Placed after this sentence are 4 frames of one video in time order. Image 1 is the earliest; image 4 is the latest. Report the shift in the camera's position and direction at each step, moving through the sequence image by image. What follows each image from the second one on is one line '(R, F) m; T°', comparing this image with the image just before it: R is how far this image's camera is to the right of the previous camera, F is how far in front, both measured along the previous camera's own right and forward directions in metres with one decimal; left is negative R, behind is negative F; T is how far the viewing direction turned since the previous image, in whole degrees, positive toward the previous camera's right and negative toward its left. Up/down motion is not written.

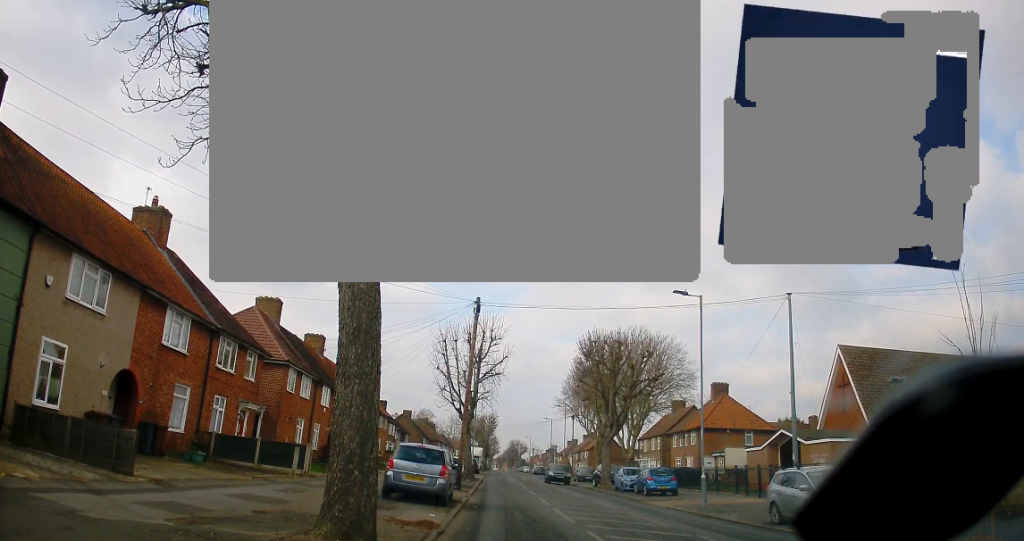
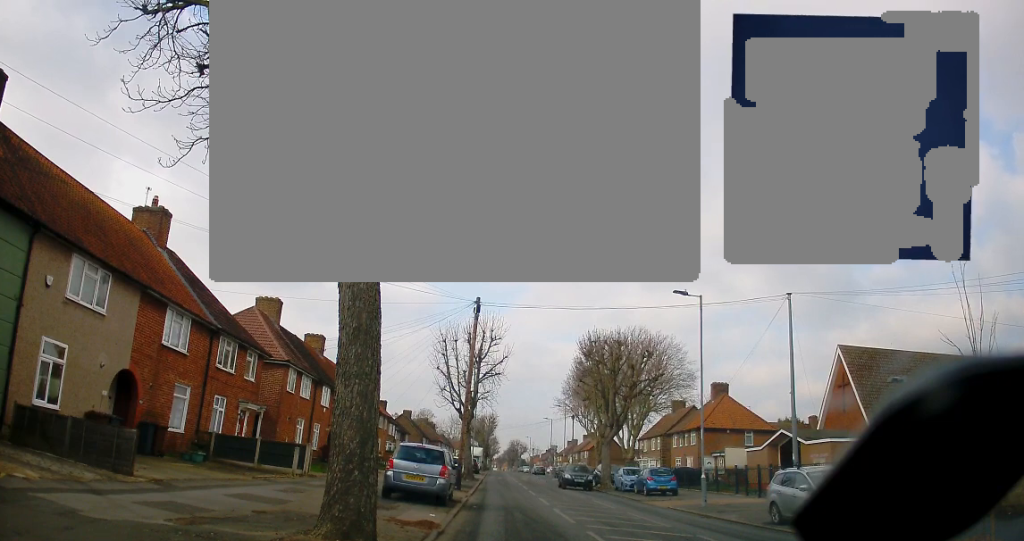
(0.0, 0.0) m; 0°
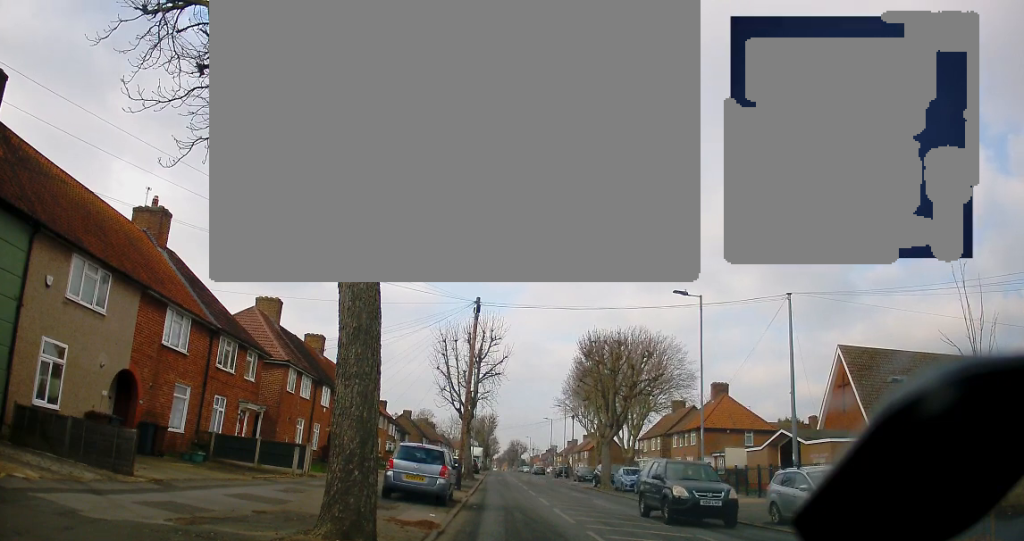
(0.0, 0.0) m; 0°
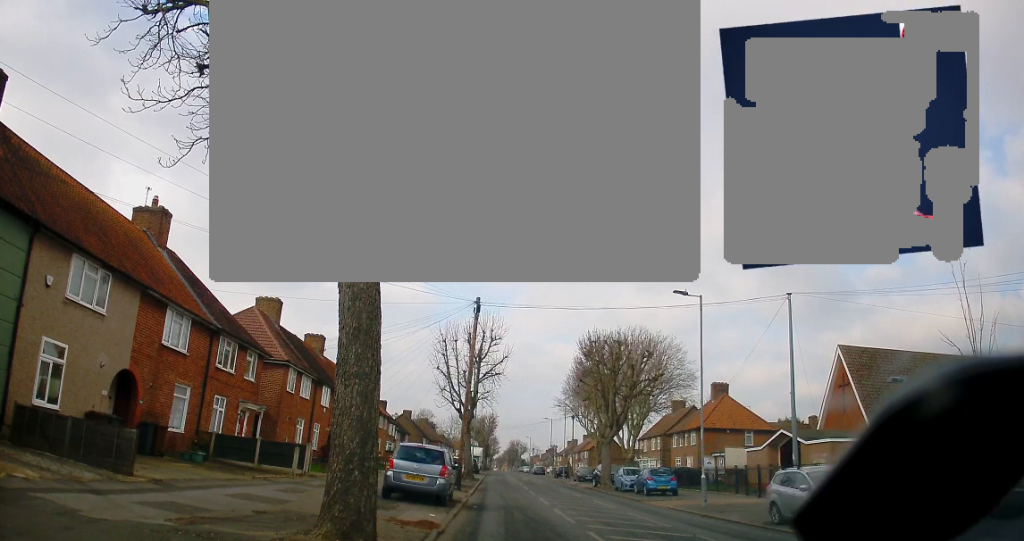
(0.0, 0.0) m; 0°
